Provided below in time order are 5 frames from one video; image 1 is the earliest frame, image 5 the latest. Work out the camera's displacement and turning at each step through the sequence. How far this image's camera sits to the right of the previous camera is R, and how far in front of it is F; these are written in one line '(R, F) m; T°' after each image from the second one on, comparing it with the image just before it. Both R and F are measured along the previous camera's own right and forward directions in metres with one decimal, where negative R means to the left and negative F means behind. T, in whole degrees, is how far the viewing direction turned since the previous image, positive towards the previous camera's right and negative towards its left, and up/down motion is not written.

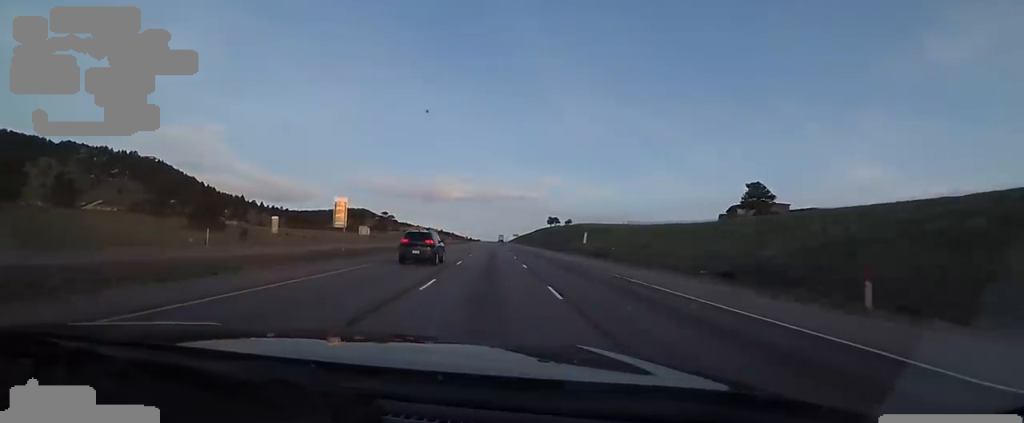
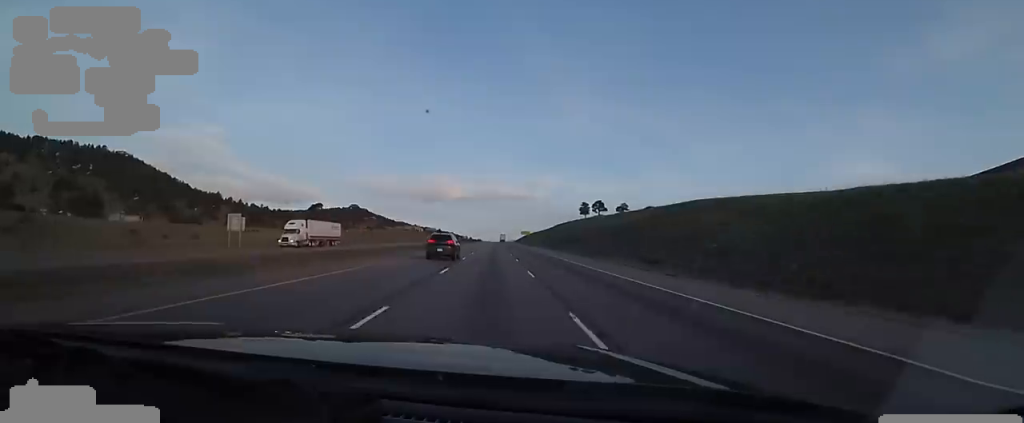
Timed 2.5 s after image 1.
(+0.5, +77.1) m; 0°
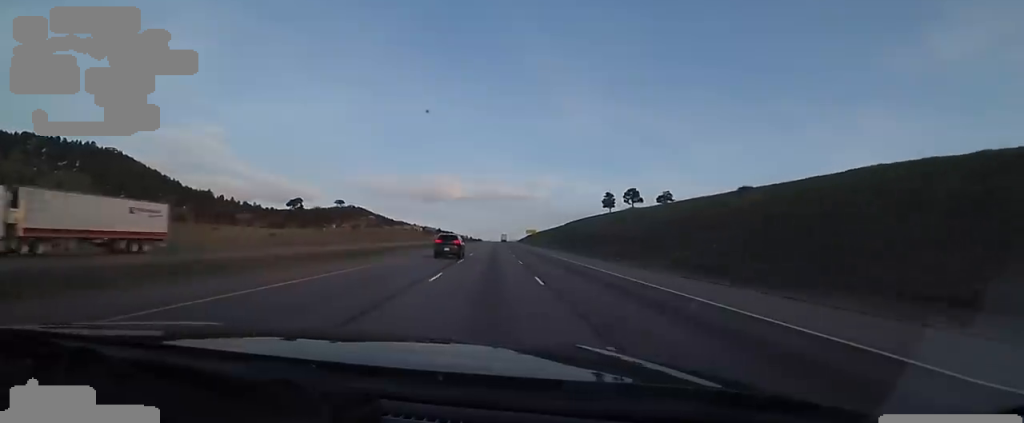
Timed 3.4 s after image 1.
(-0.1, +26.9) m; -1°
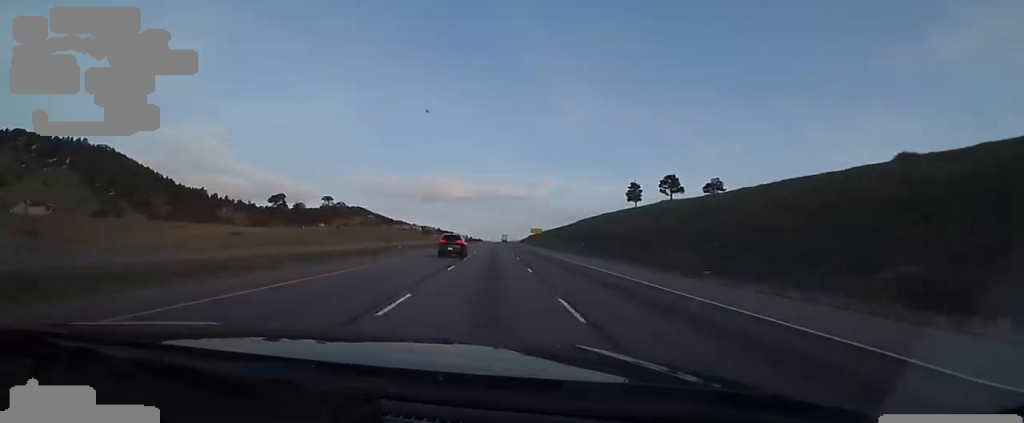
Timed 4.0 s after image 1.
(+0.1, +18.8) m; -2°
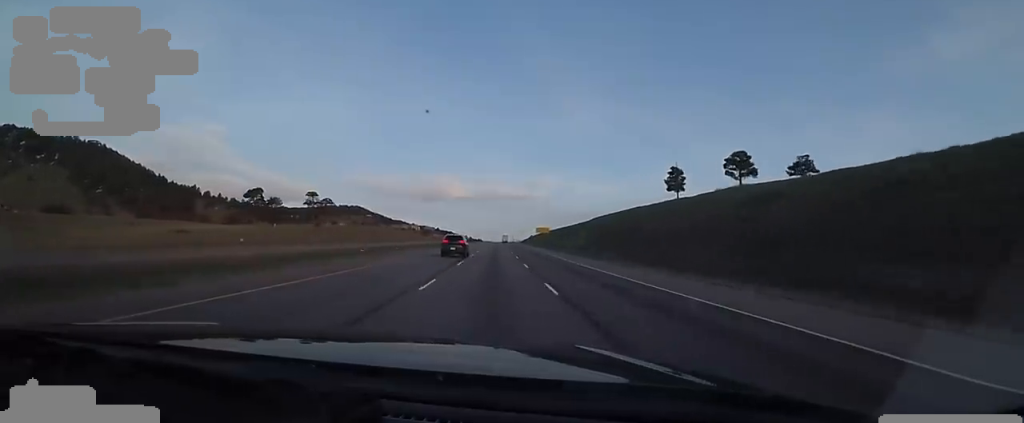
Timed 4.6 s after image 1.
(-0.5, +19.9) m; -1°
